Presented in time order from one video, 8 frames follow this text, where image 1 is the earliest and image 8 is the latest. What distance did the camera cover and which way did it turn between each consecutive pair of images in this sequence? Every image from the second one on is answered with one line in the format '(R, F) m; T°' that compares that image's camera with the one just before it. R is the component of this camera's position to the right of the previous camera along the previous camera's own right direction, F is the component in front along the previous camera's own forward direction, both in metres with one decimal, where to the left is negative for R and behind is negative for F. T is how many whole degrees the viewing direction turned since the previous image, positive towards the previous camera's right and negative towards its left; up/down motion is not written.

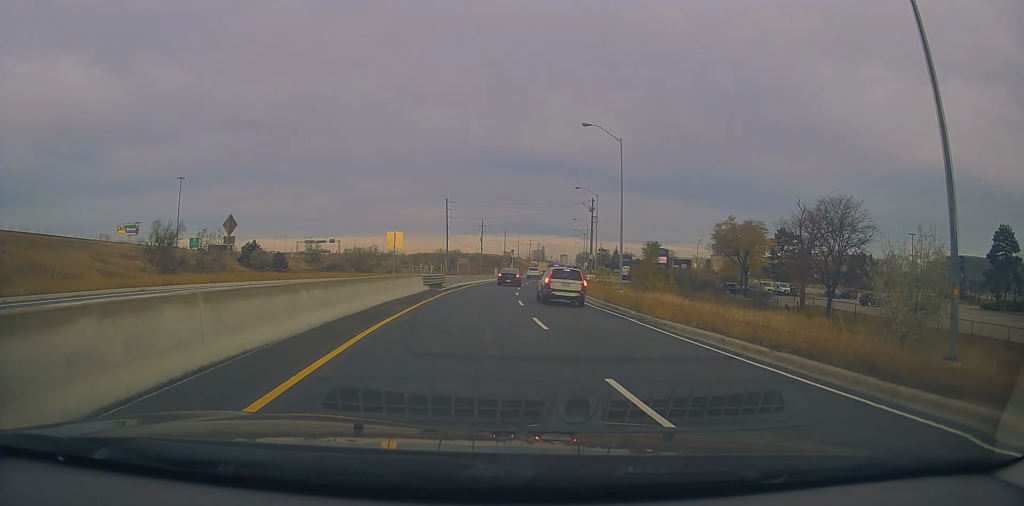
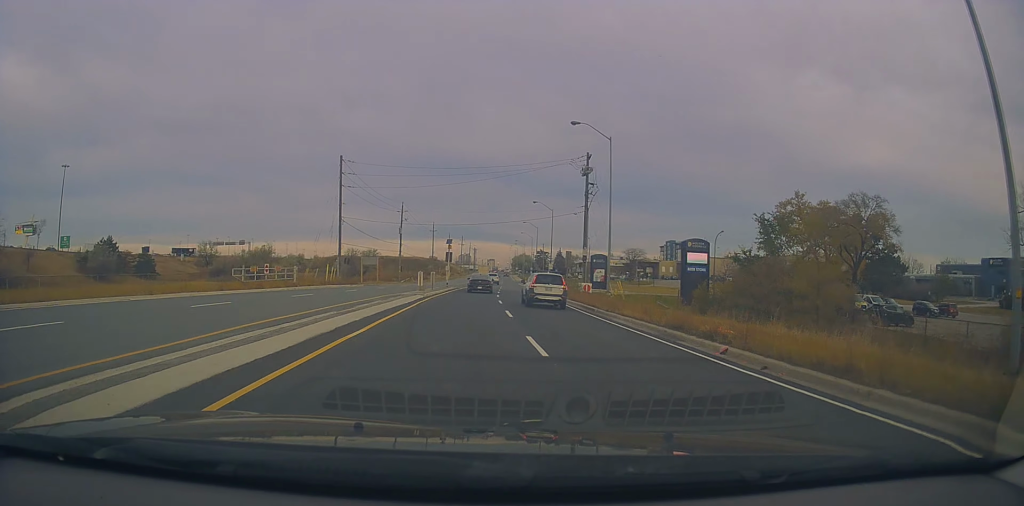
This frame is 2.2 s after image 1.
(+3.2, +41.0) m; +7°
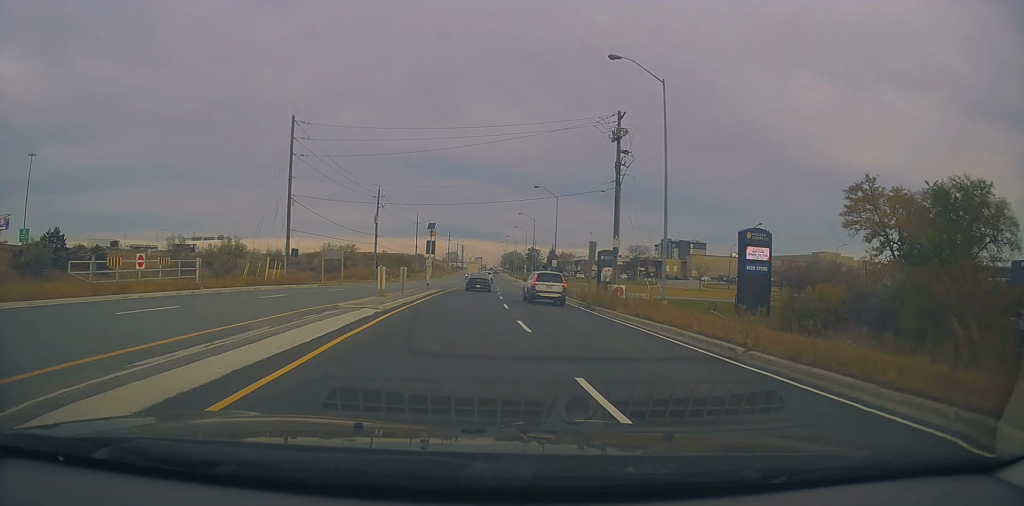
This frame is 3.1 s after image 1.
(+0.1, +14.9) m; +3°
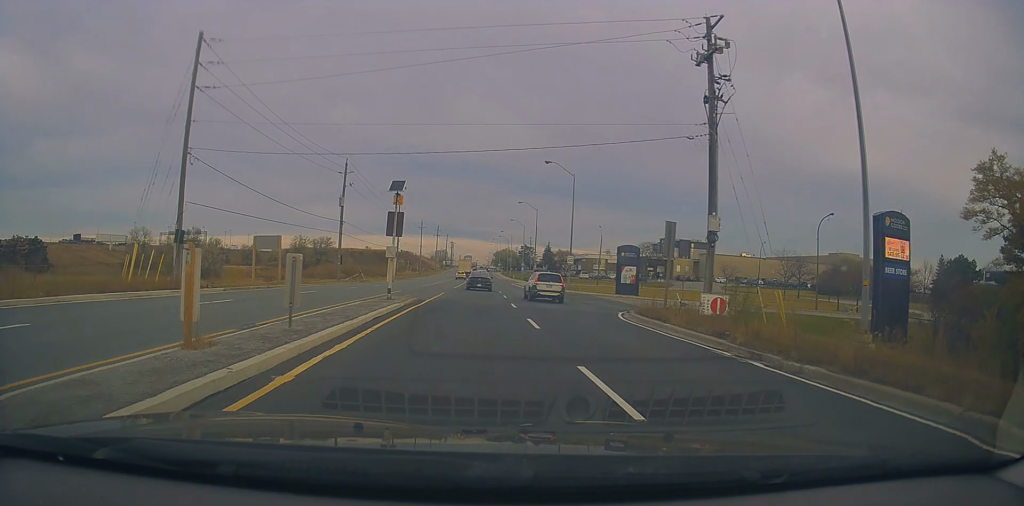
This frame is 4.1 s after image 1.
(+0.8, +16.5) m; +3°
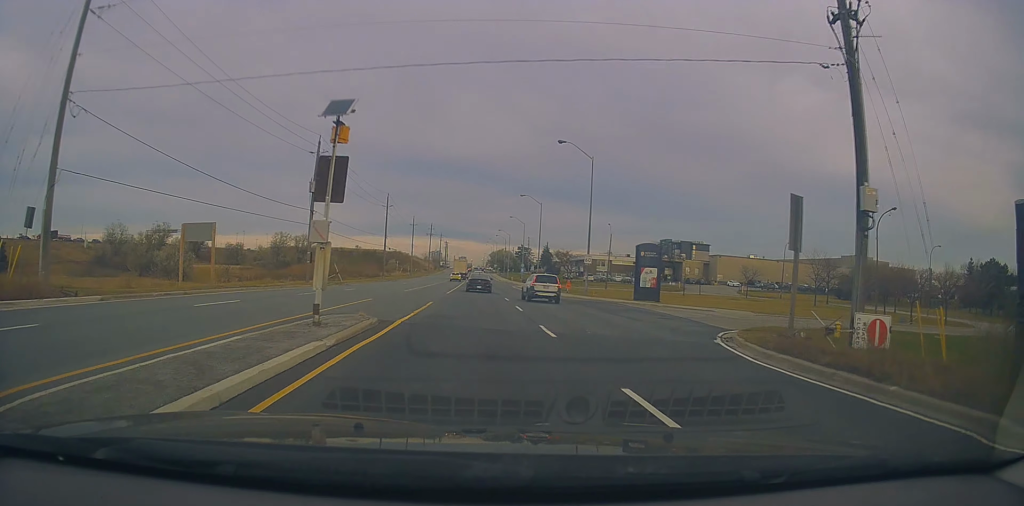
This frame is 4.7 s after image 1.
(0.0, +10.4) m; 0°
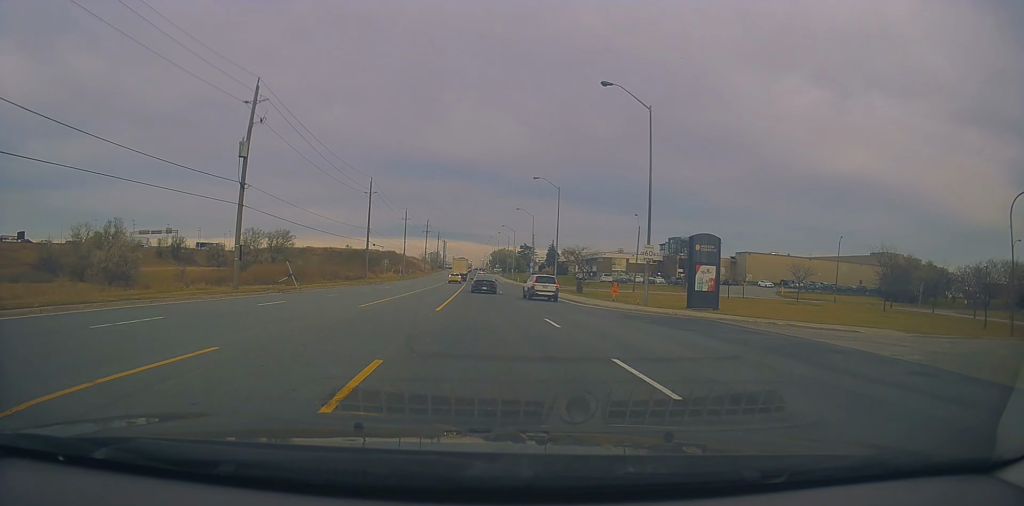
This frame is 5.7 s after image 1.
(-0.2, +15.7) m; 0°
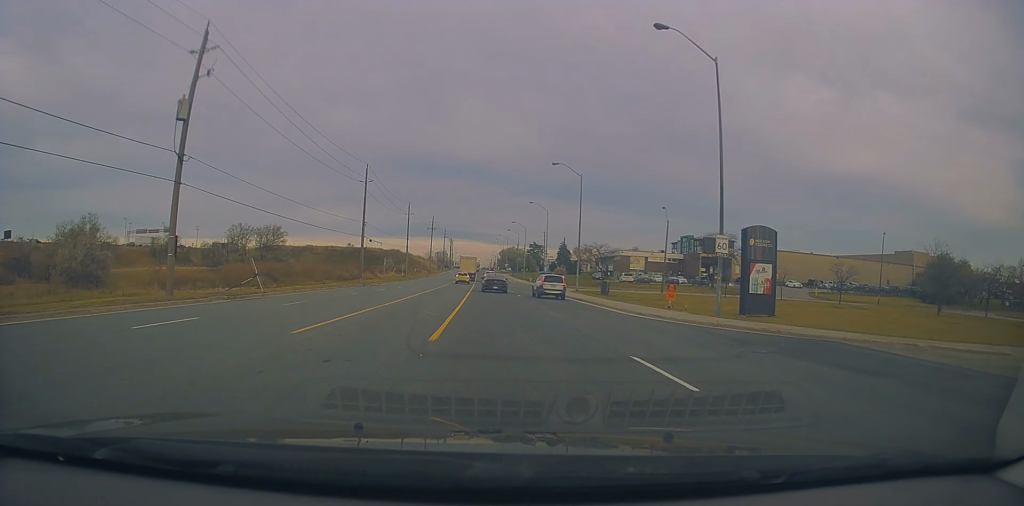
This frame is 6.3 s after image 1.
(-0.1, +9.0) m; 0°
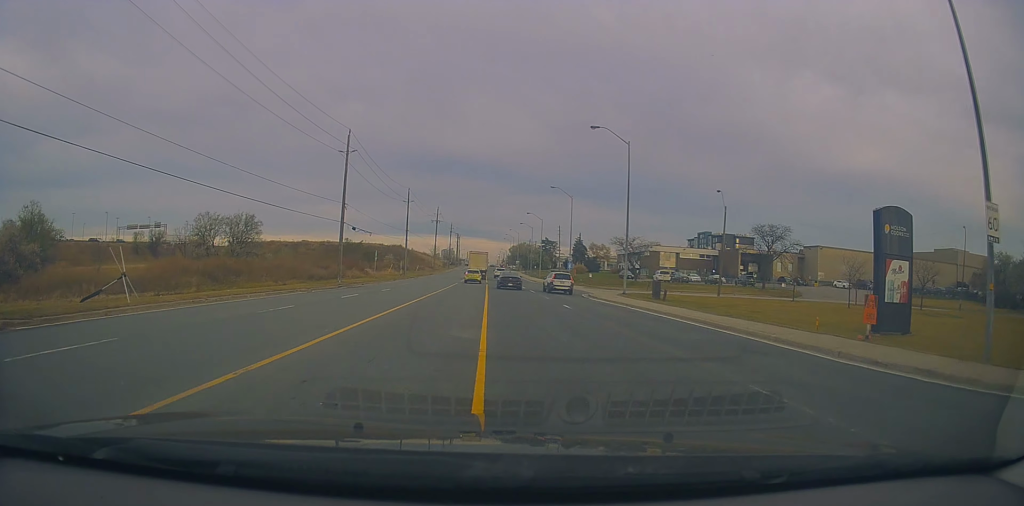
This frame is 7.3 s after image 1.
(+0.3, +15.2) m; +1°
